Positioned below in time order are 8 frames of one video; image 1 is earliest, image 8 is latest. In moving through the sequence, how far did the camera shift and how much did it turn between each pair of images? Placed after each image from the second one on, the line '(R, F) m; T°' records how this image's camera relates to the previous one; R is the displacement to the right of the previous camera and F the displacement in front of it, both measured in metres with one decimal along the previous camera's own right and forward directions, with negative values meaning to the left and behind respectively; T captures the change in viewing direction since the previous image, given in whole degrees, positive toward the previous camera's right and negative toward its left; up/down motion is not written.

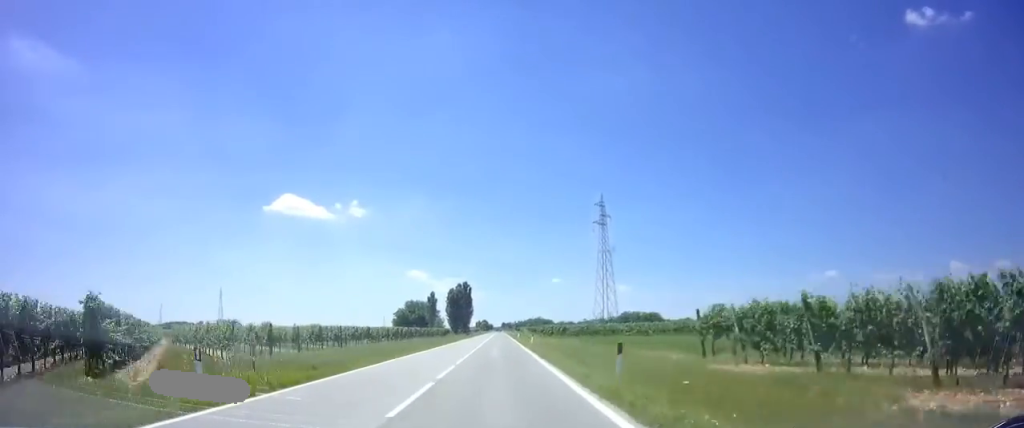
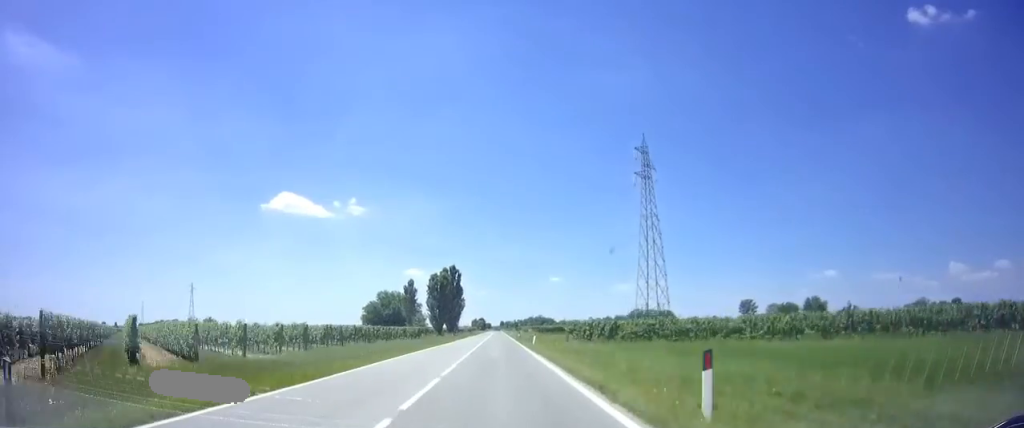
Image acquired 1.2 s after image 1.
(+0.5, +35.1) m; 0°
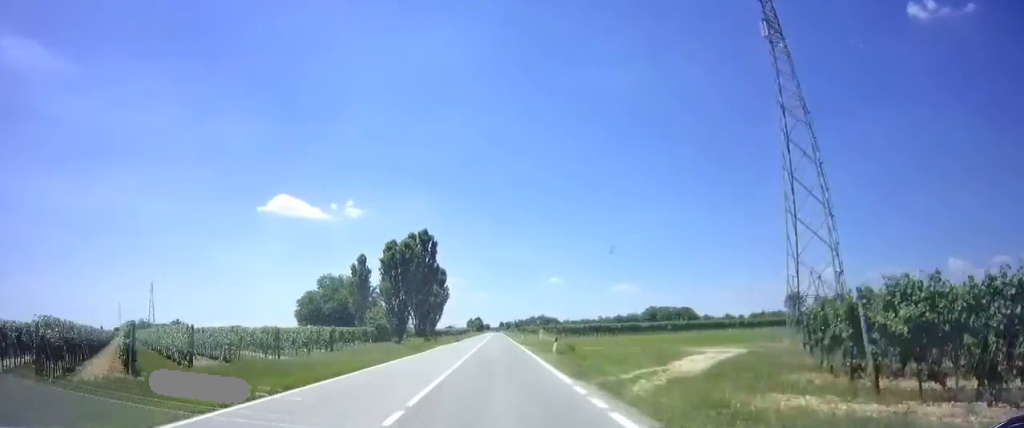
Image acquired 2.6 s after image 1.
(-0.5, +42.5) m; -1°
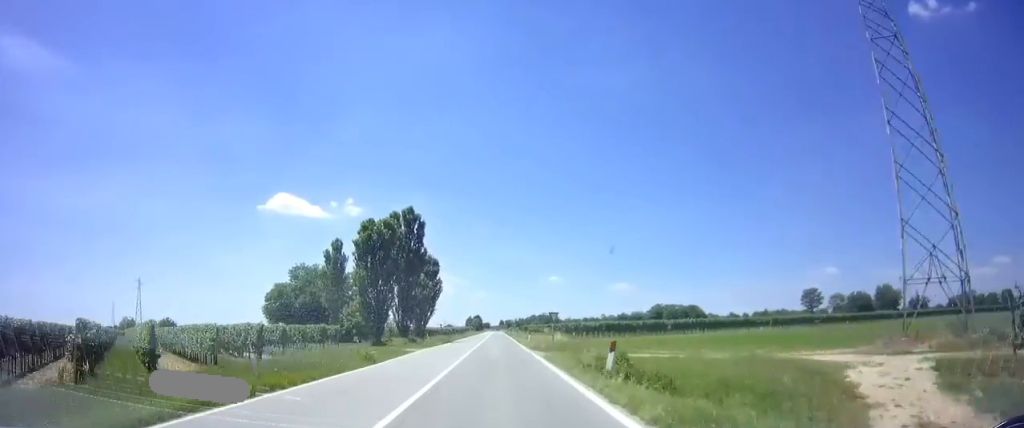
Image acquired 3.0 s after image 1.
(-0.1, +11.9) m; 0°
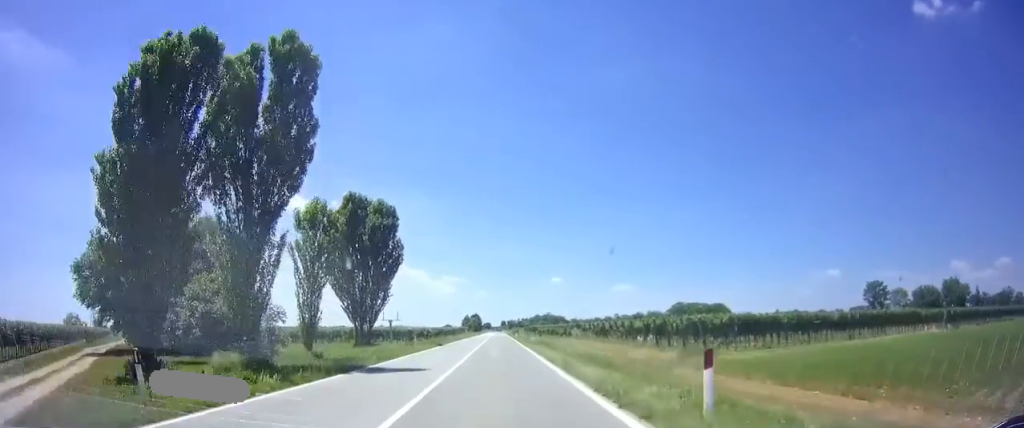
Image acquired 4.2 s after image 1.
(+0.2, +36.2) m; +1°
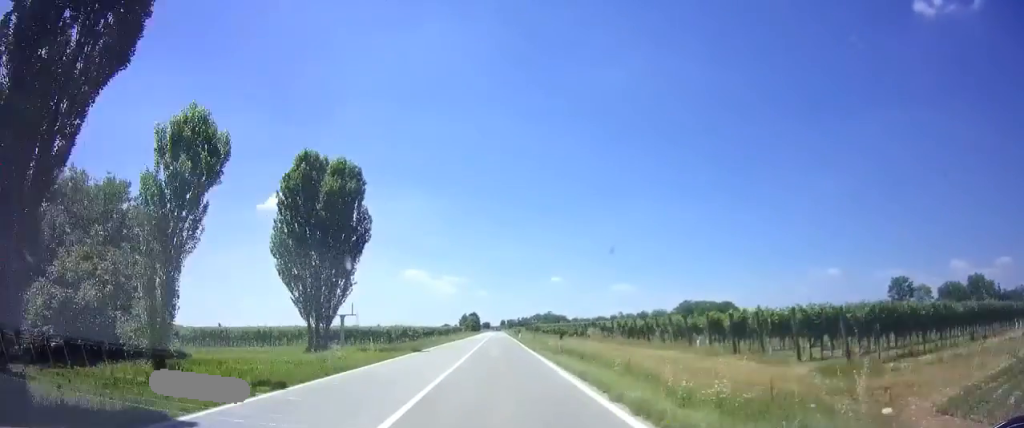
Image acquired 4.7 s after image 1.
(+0.2, +13.2) m; 0°
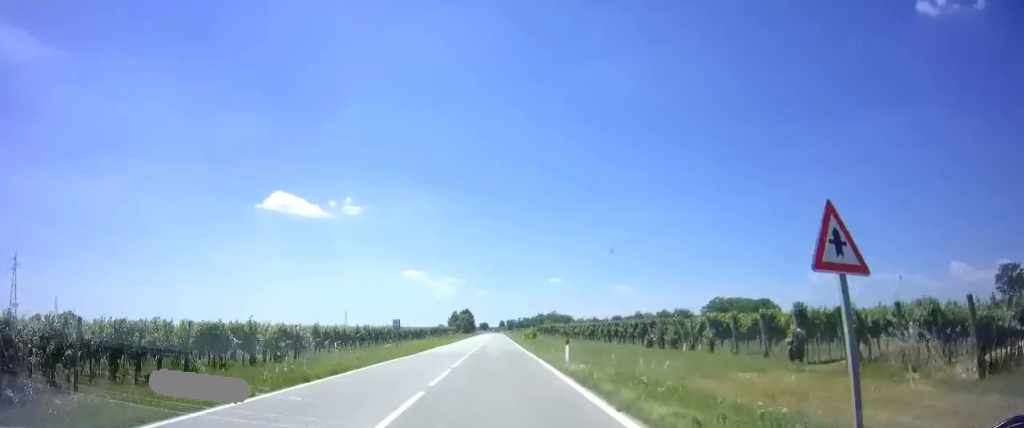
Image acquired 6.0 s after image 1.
(-0.3, +41.8) m; 0°
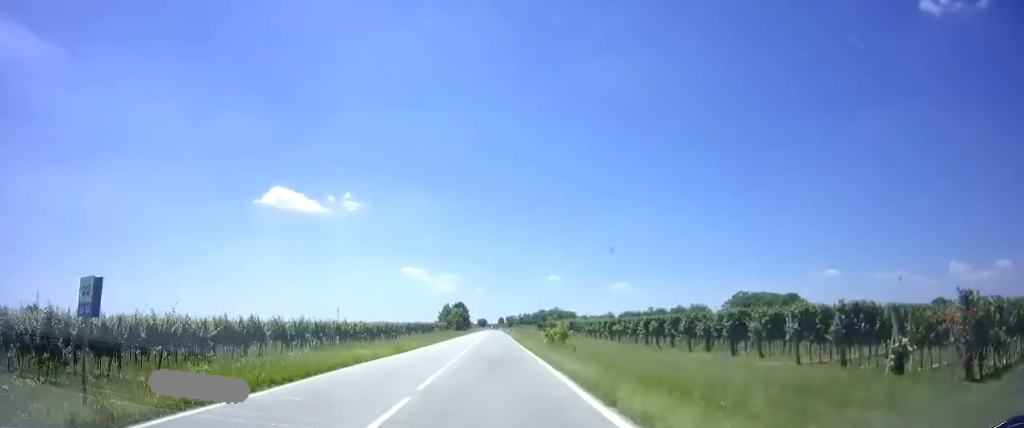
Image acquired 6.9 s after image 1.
(+0.3, +25.7) m; +1°
